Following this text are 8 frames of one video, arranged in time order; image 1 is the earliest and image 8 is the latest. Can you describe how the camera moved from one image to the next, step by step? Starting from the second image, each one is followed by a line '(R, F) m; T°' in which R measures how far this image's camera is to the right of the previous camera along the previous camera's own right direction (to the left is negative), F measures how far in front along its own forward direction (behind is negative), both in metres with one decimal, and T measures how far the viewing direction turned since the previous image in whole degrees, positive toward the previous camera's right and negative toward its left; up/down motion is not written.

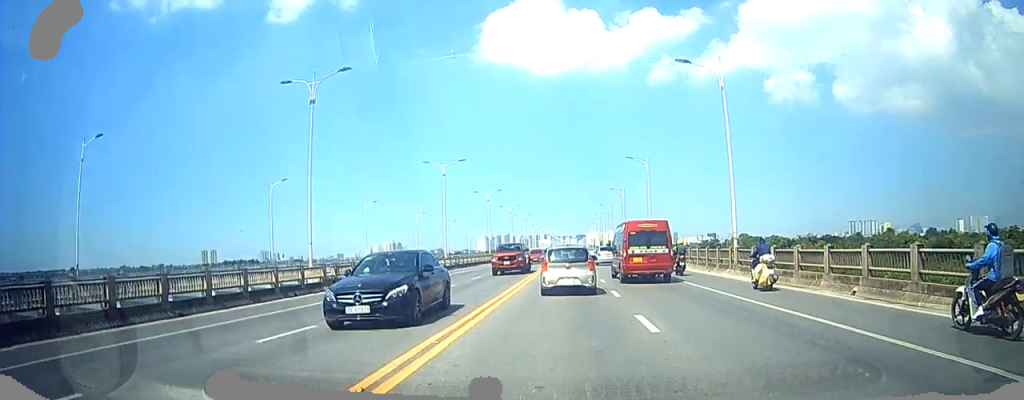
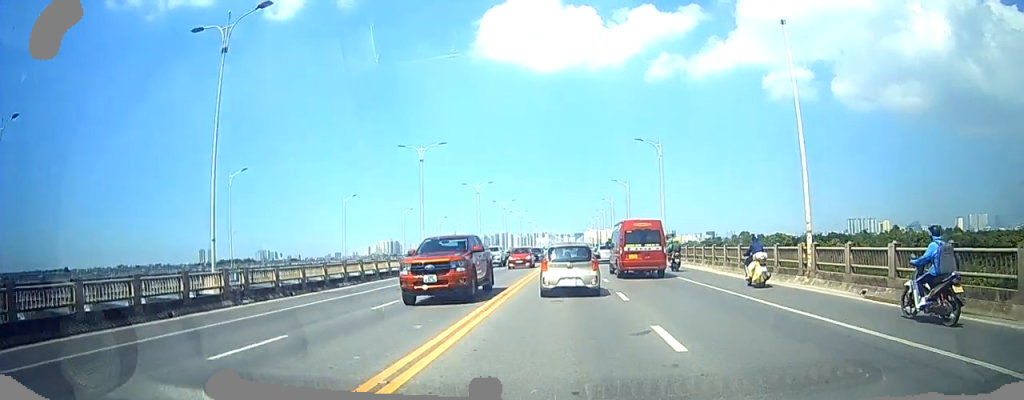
(0.0, +9.3) m; 0°
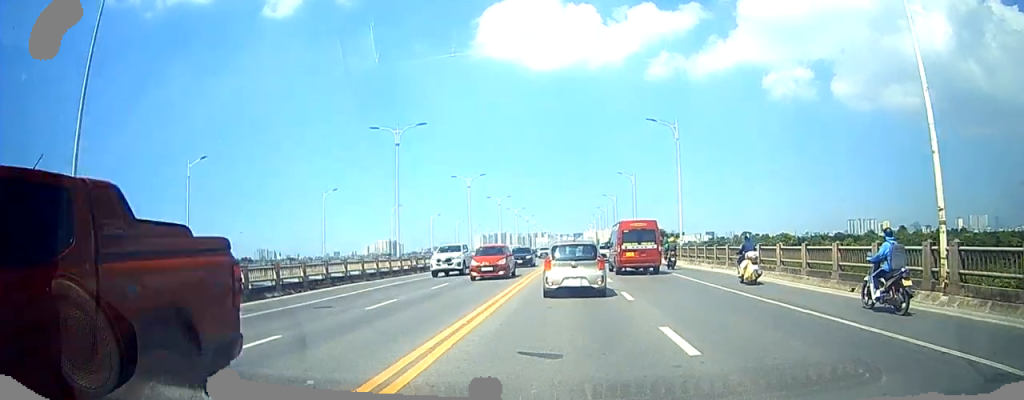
(0.0, +8.7) m; 0°
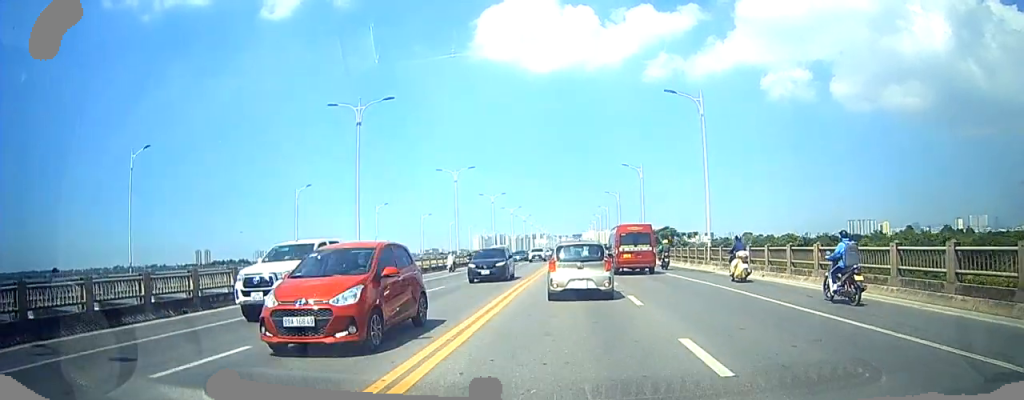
(0.0, +9.1) m; 0°
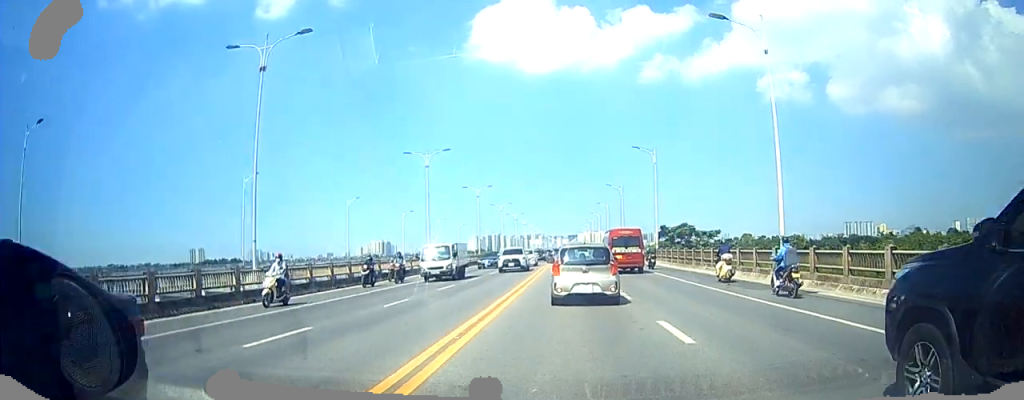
(0.0, +13.5) m; 0°
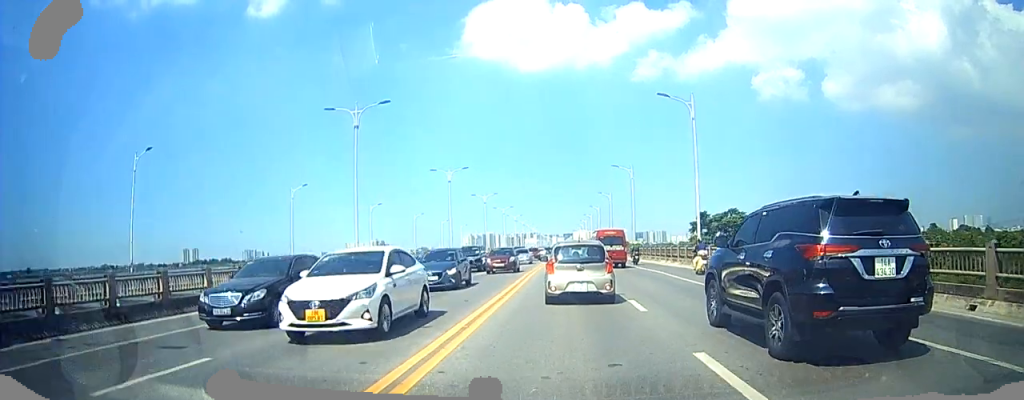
(+0.1, +19.9) m; +1°
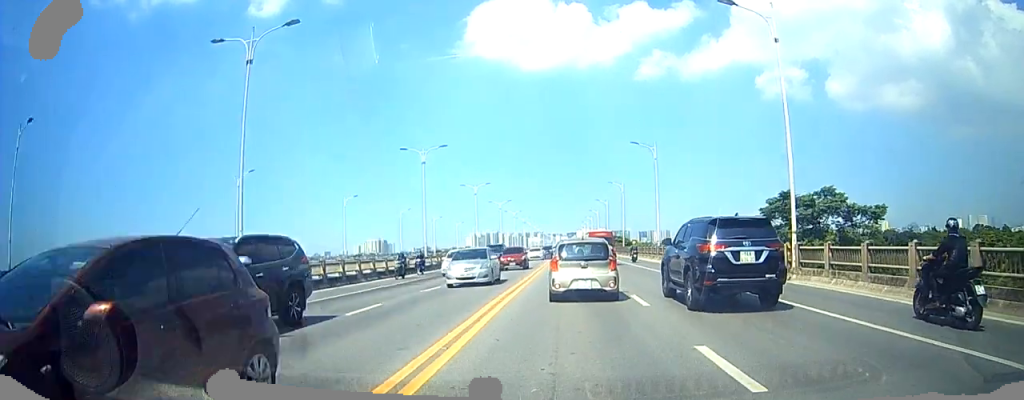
(+0.3, +15.9) m; 0°
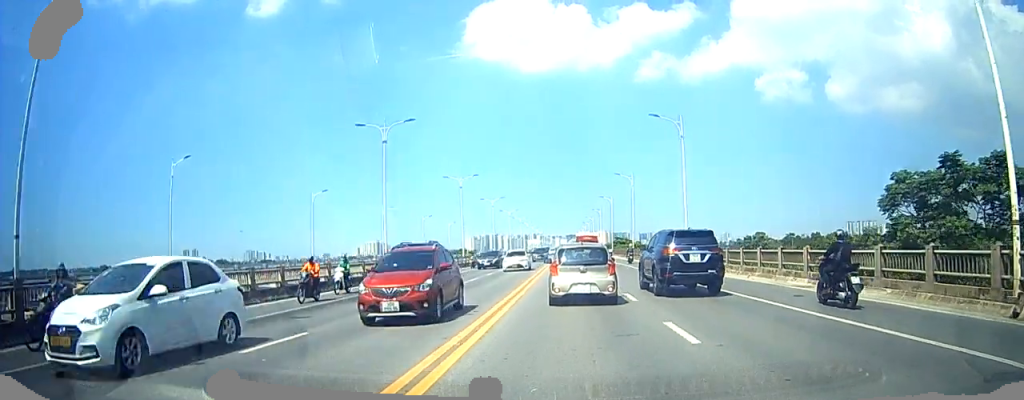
(-0.3, +12.5) m; -2°
